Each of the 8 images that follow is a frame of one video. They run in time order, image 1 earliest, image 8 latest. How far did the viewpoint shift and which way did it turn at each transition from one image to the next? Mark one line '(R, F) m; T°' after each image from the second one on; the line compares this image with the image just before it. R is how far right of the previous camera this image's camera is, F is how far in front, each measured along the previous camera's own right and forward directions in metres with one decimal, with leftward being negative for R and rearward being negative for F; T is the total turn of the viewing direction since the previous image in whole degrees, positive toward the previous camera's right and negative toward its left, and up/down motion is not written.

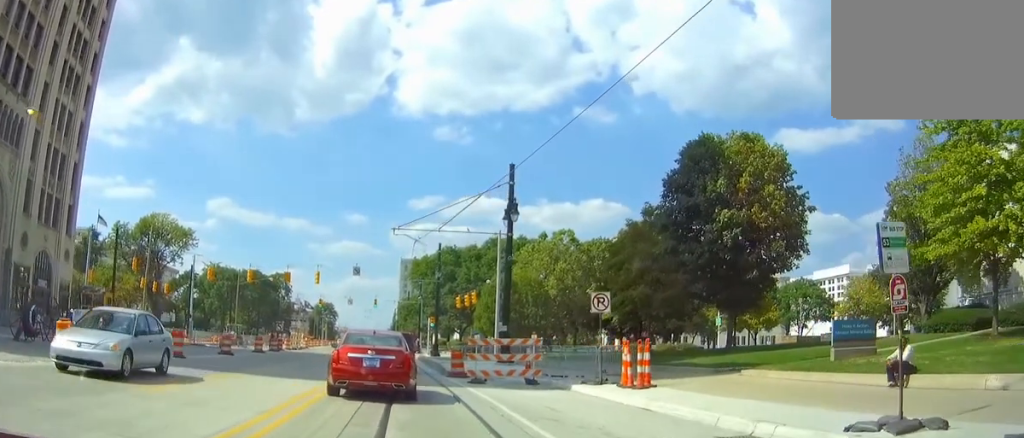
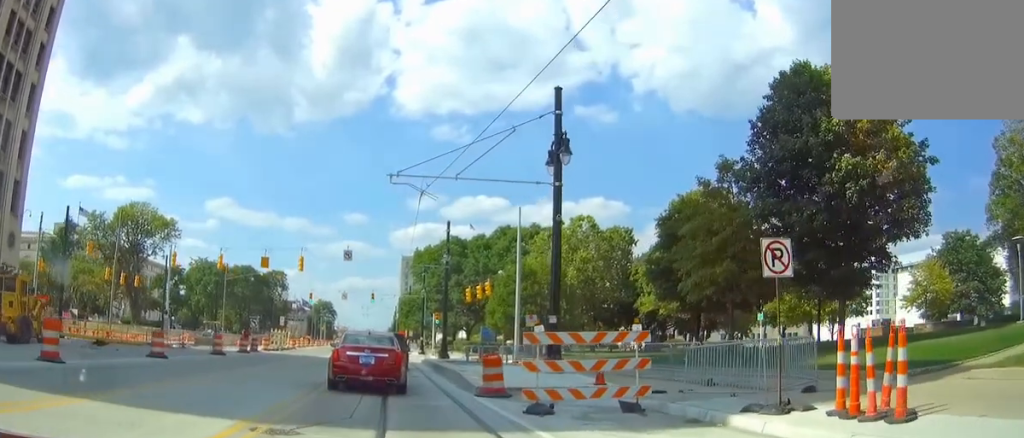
(-0.2, +11.2) m; -2°
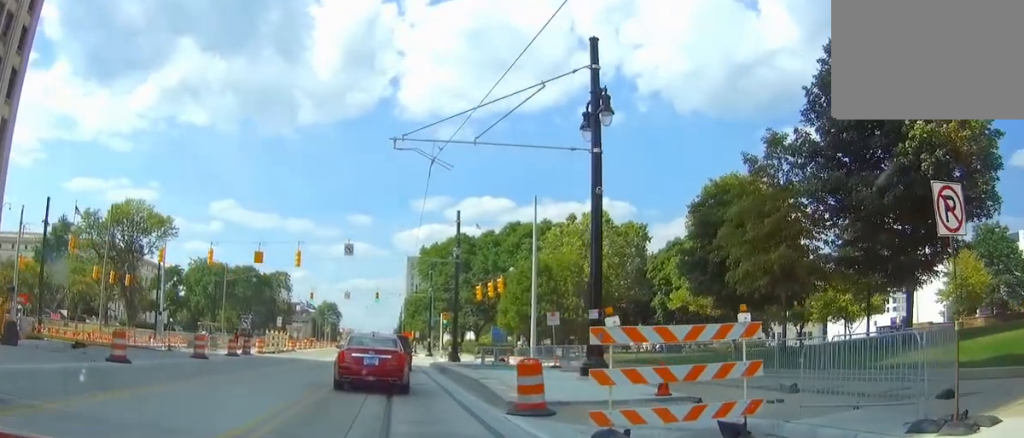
(-0.1, +4.1) m; -1°
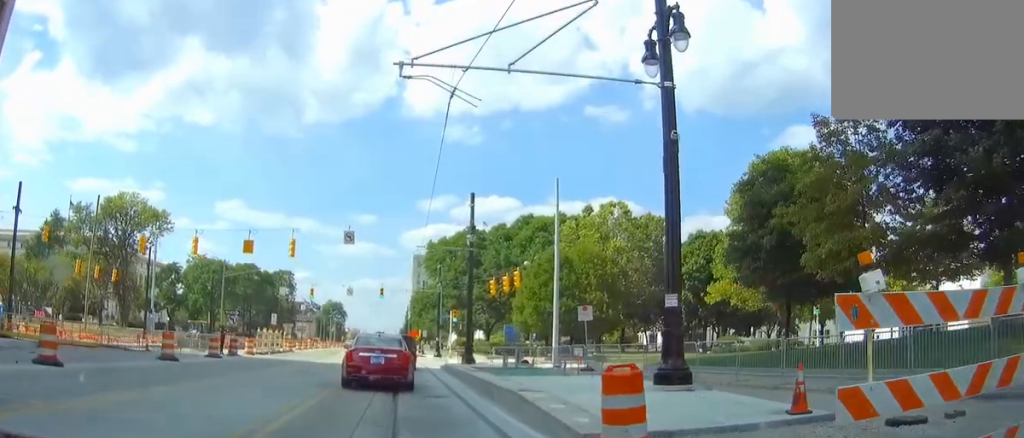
(0.0, +5.0) m; -1°
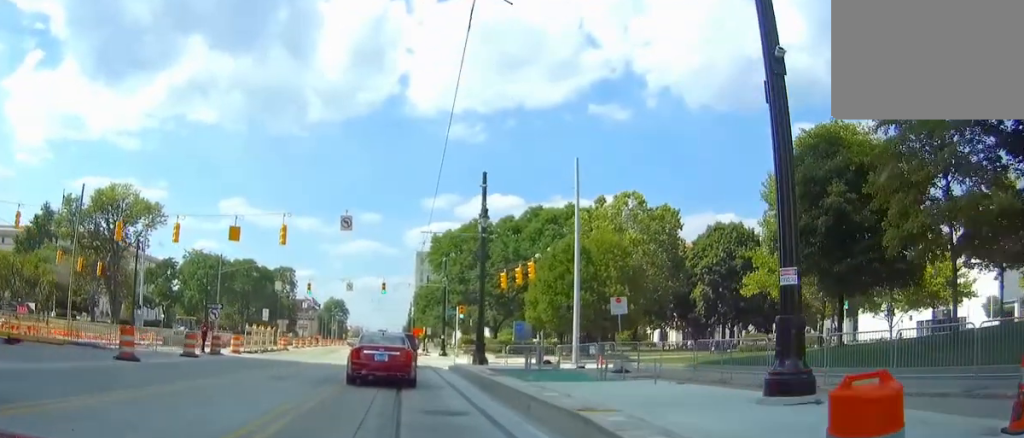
(0.0, +4.0) m; 0°
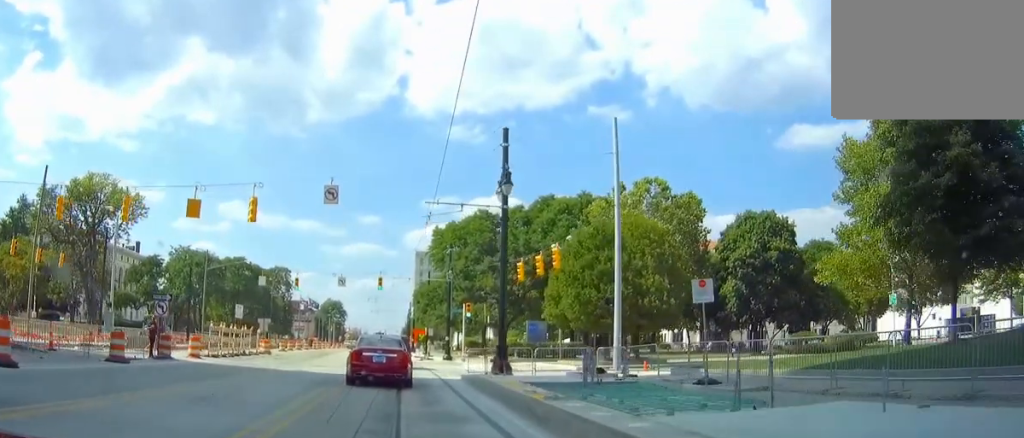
(-0.1, +7.5) m; 0°
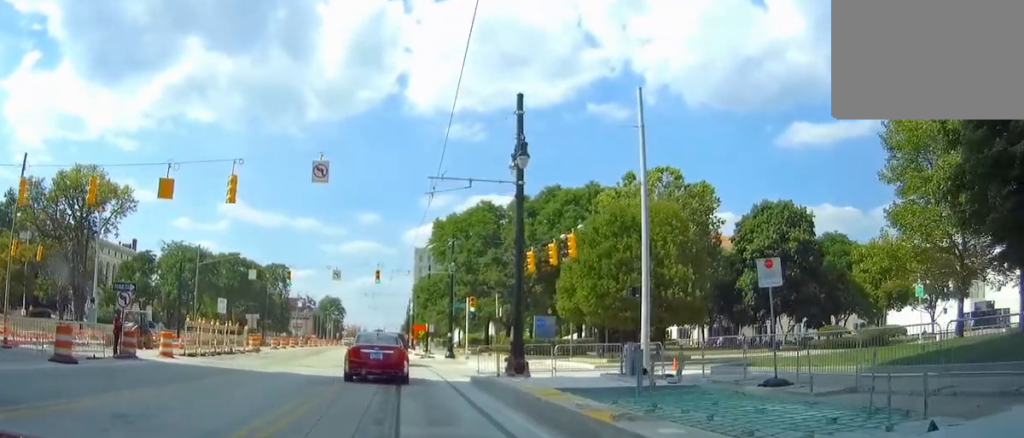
(0.0, +3.6) m; 0°
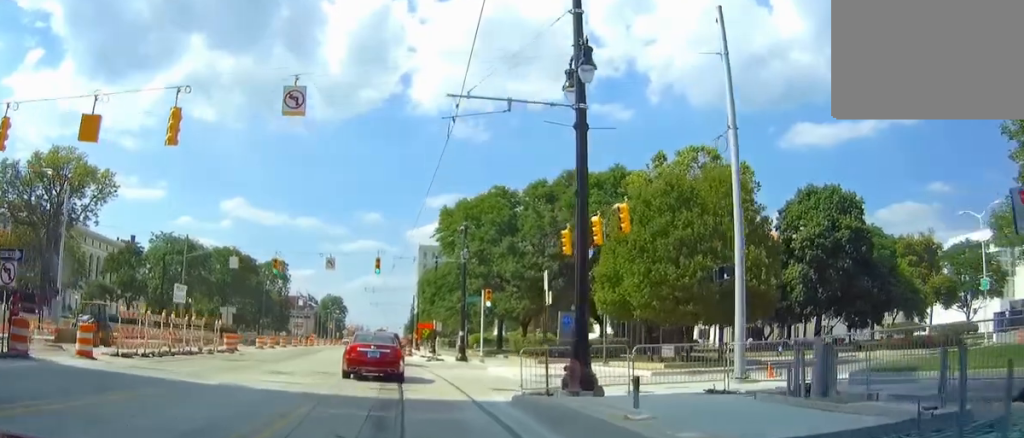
(+0.1, +7.9) m; 0°
